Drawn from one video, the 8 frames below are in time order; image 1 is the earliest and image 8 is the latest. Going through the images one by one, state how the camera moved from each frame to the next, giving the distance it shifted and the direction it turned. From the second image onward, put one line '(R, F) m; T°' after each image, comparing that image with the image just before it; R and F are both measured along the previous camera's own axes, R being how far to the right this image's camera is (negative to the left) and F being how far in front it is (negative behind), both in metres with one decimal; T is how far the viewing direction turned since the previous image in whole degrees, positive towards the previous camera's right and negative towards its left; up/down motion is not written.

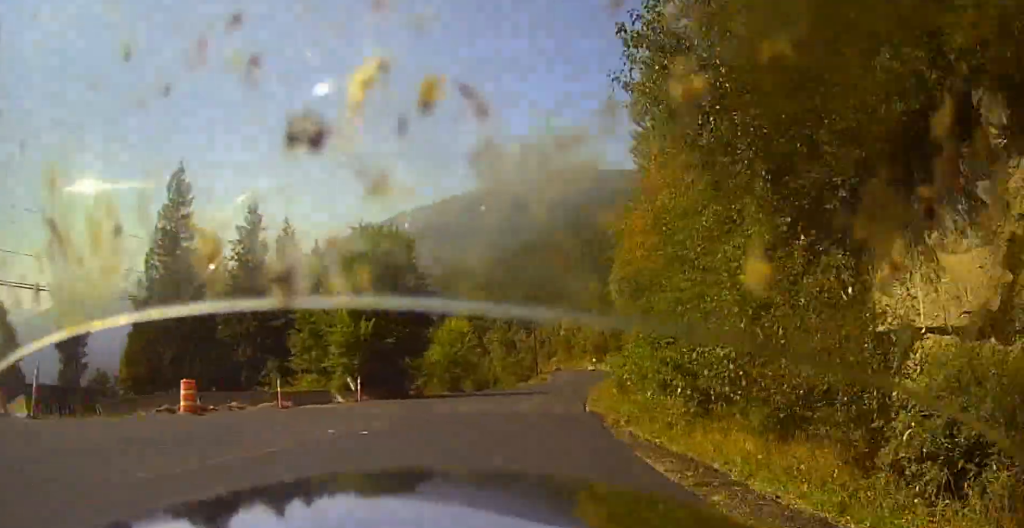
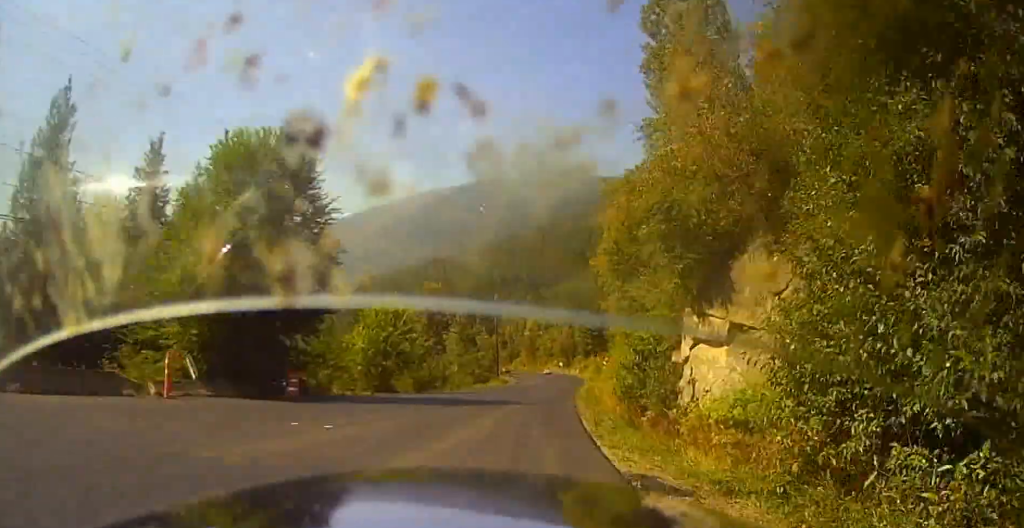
(+0.2, +15.6) m; 0°
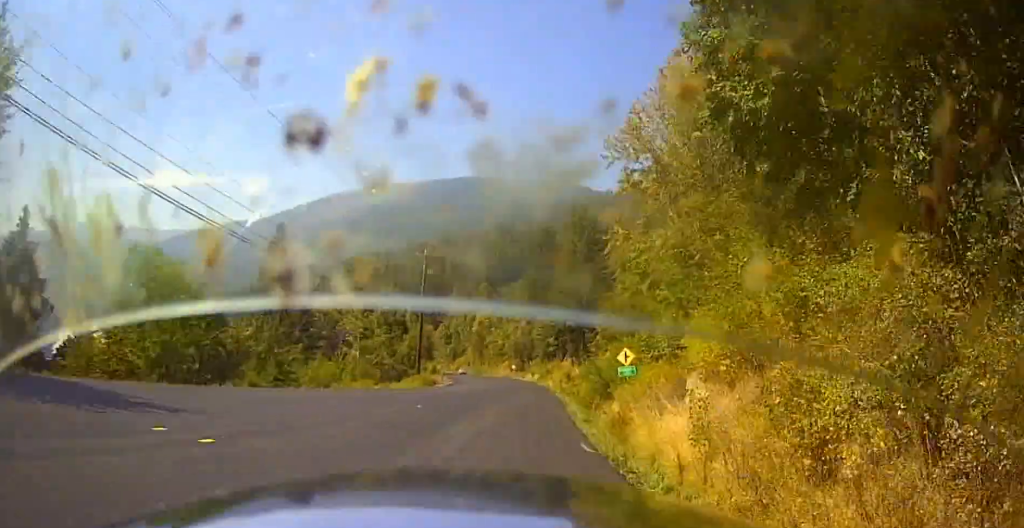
(-0.9, +34.5) m; -4°
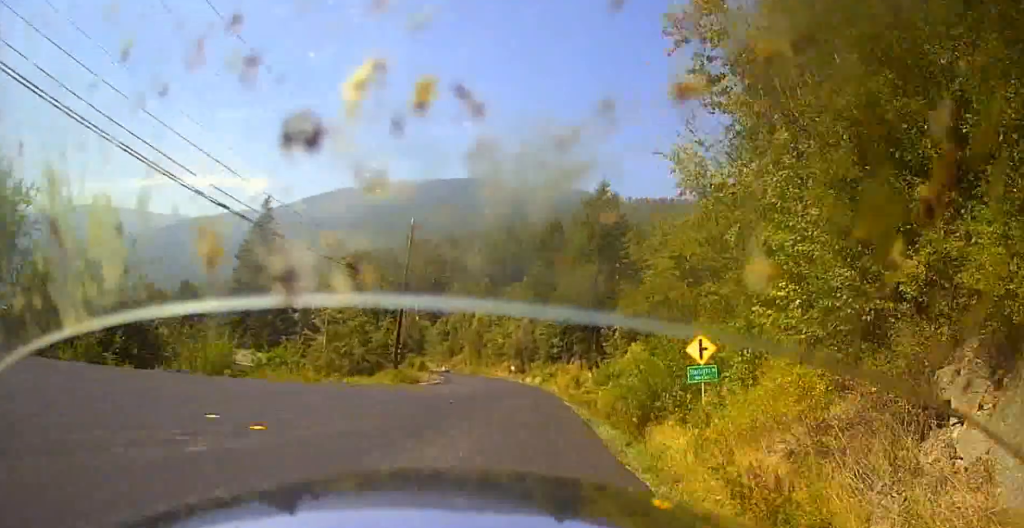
(-0.2, +12.7) m; -1°
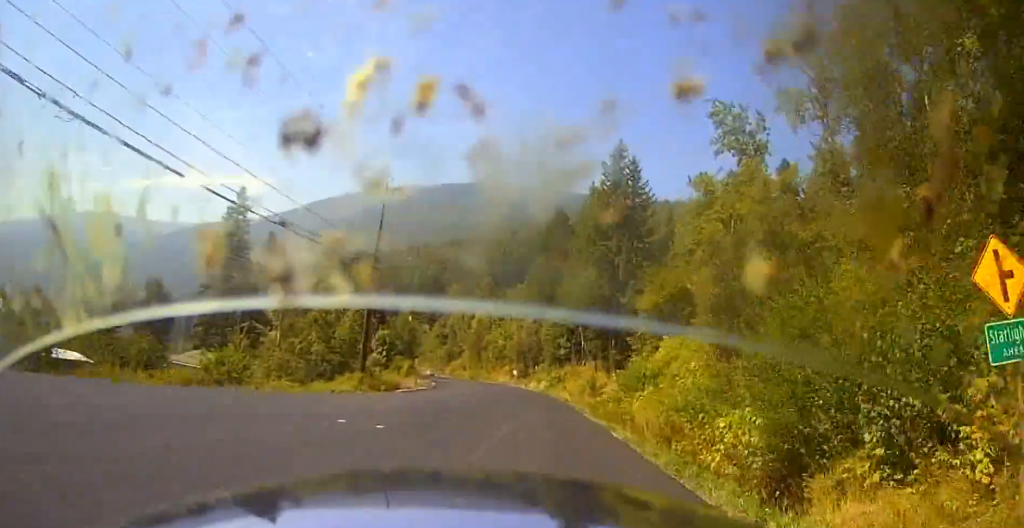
(0.0, +12.7) m; -1°
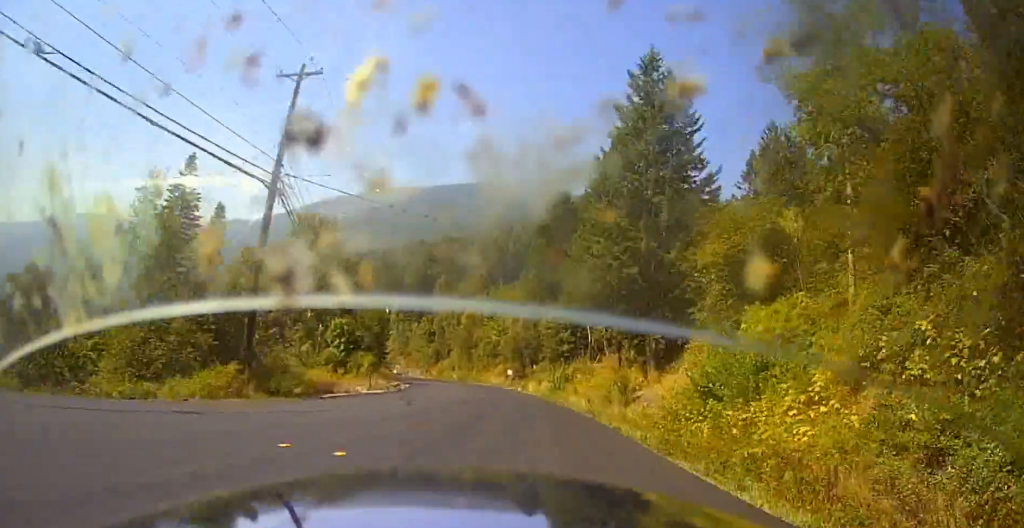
(-0.4, +20.1) m; -1°
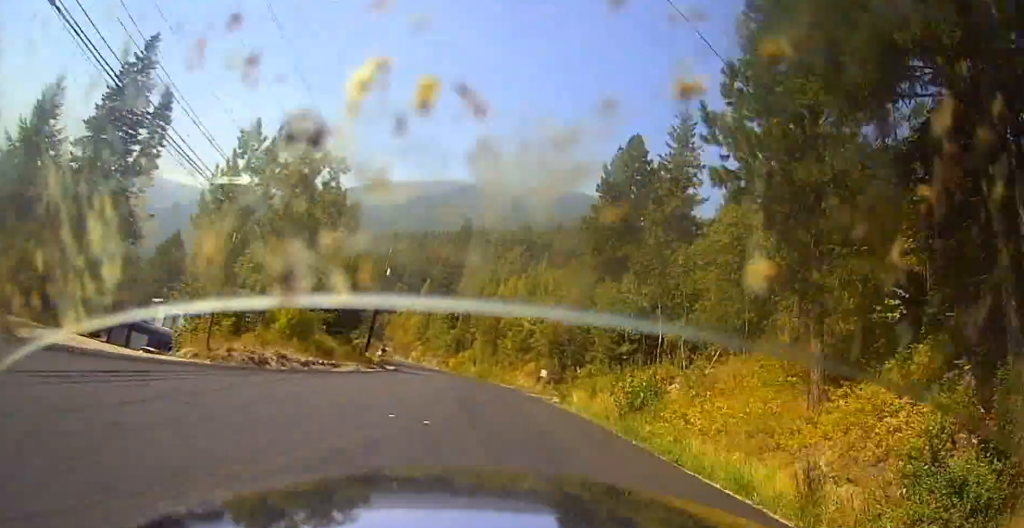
(-0.7, +27.9) m; -5°
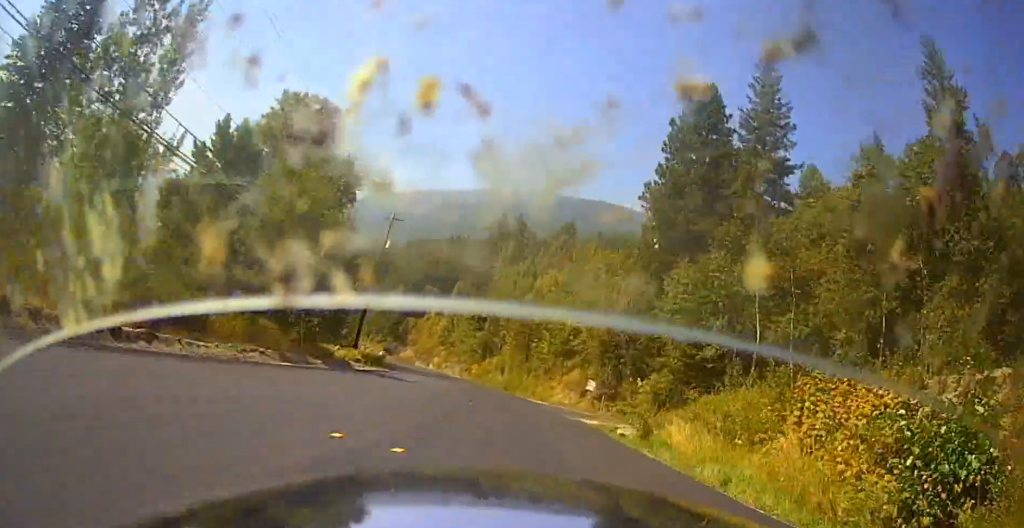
(-0.9, +19.8) m; -5°
